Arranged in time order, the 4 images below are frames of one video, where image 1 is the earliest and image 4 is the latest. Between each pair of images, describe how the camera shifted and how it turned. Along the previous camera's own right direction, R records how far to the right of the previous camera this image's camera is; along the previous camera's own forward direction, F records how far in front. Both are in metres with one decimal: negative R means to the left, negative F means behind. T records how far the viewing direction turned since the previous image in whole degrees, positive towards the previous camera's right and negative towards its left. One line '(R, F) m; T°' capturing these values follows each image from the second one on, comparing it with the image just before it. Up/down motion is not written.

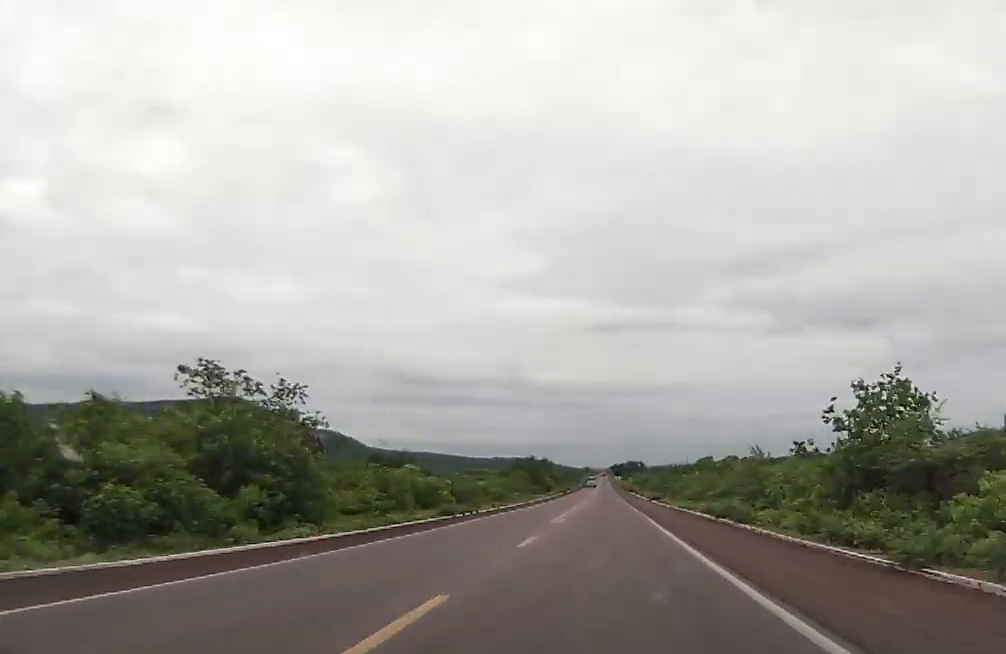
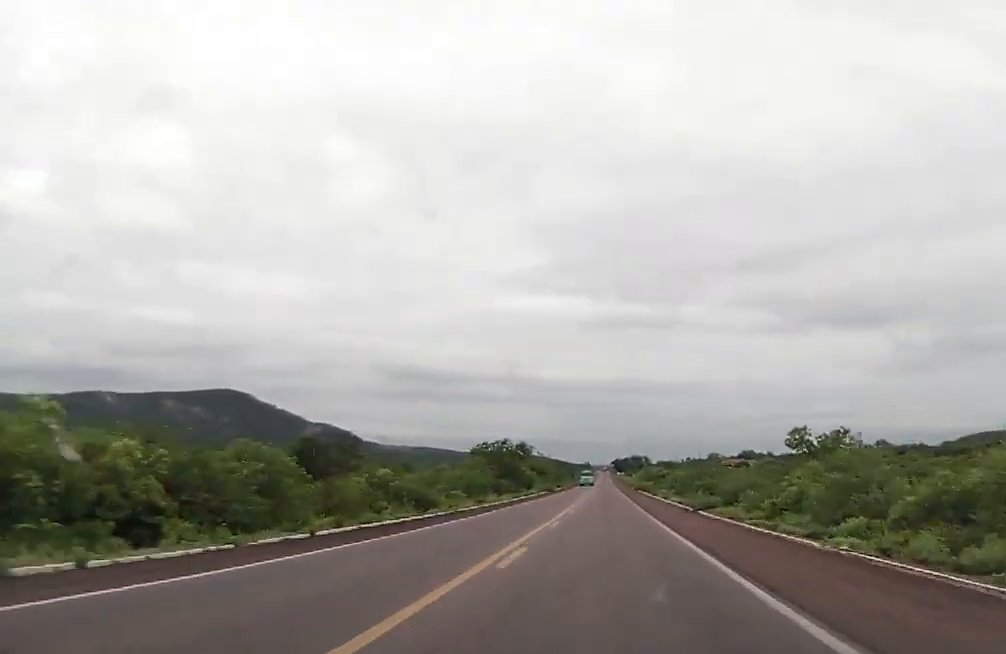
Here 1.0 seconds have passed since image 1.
(+0.1, +41.1) m; 0°
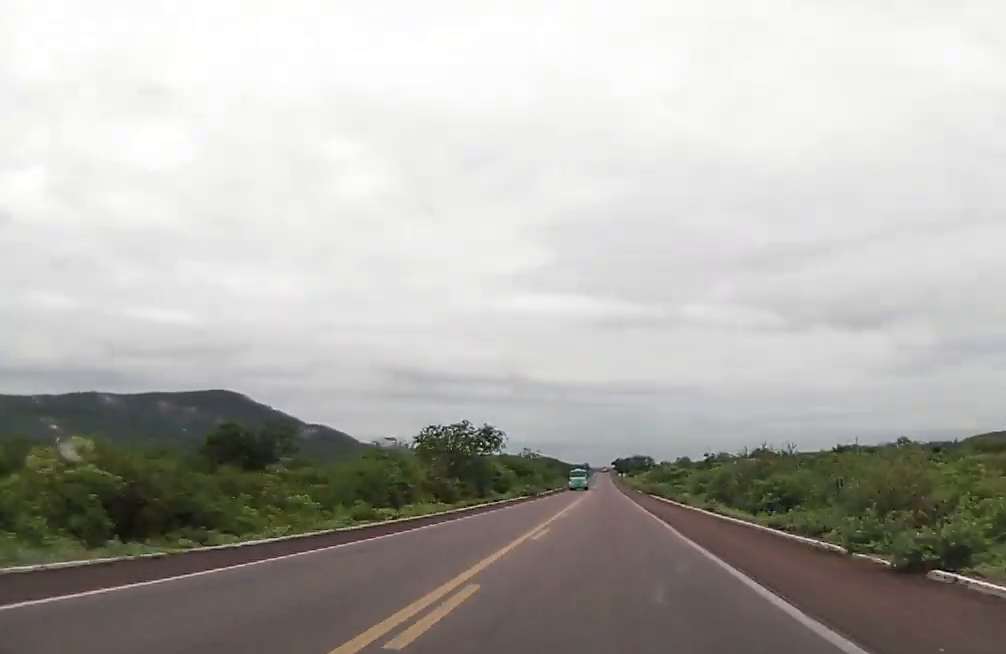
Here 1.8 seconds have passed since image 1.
(+0.1, +30.3) m; 0°
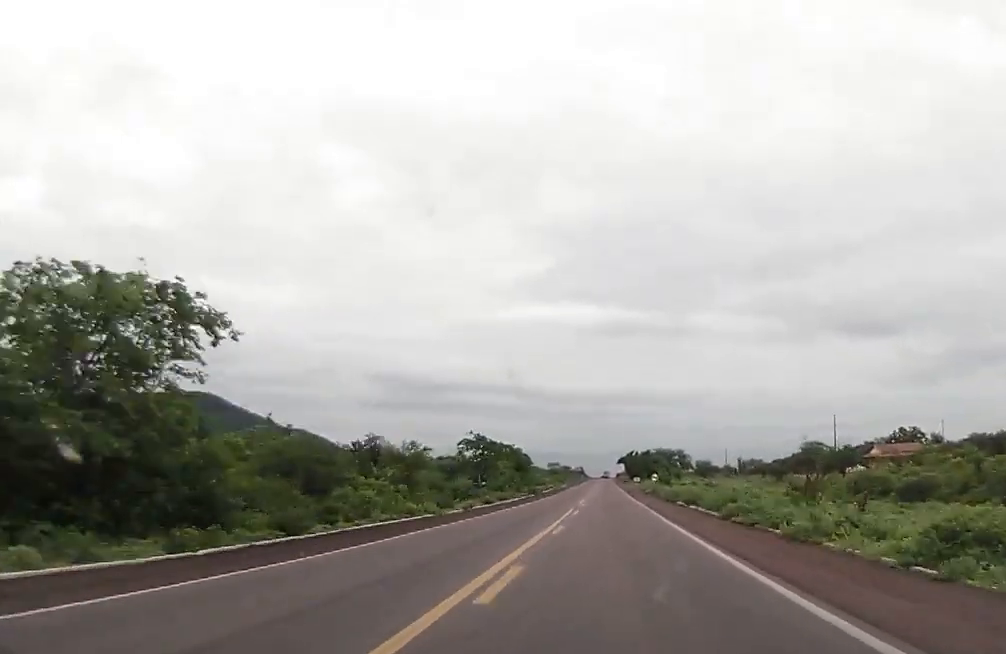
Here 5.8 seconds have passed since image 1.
(-0.6, +155.0) m; 0°
